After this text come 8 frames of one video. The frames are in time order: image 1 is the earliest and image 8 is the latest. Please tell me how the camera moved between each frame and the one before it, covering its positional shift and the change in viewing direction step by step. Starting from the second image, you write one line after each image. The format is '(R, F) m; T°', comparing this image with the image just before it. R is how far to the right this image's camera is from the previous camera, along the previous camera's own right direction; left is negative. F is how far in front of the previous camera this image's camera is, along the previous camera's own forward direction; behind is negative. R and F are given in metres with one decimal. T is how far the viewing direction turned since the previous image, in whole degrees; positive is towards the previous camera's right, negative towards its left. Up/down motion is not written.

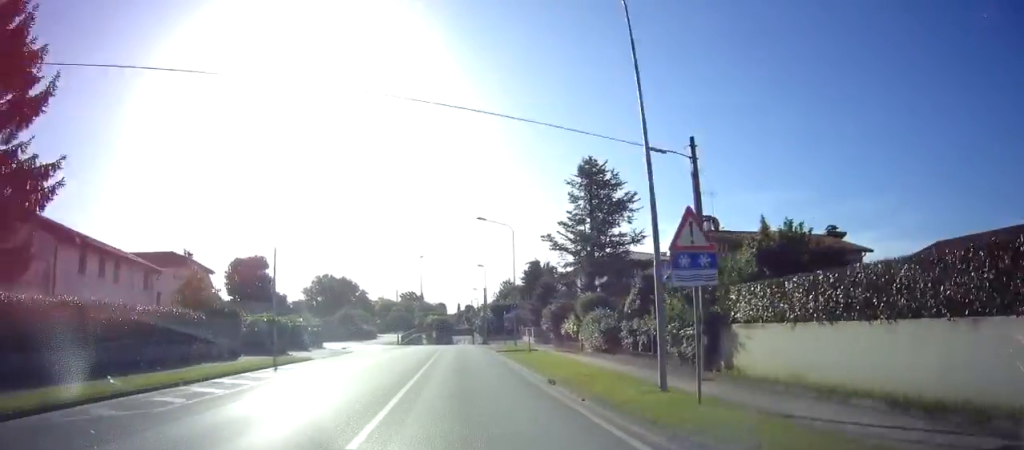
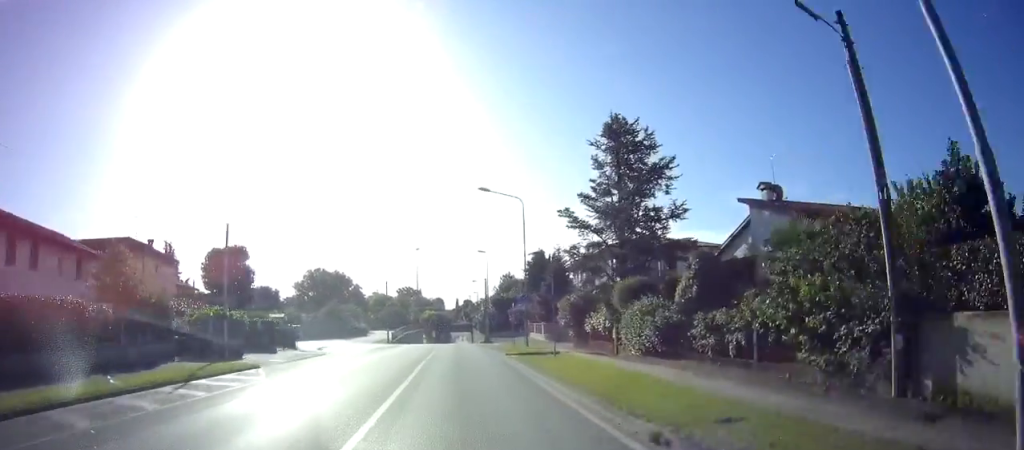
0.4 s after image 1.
(0.0, +7.2) m; 0°
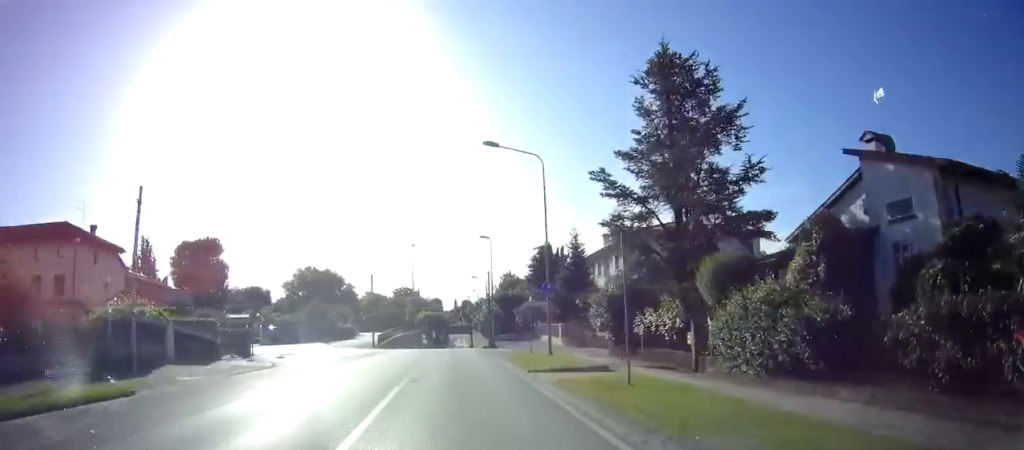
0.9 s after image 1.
(-0.2, +8.2) m; 0°
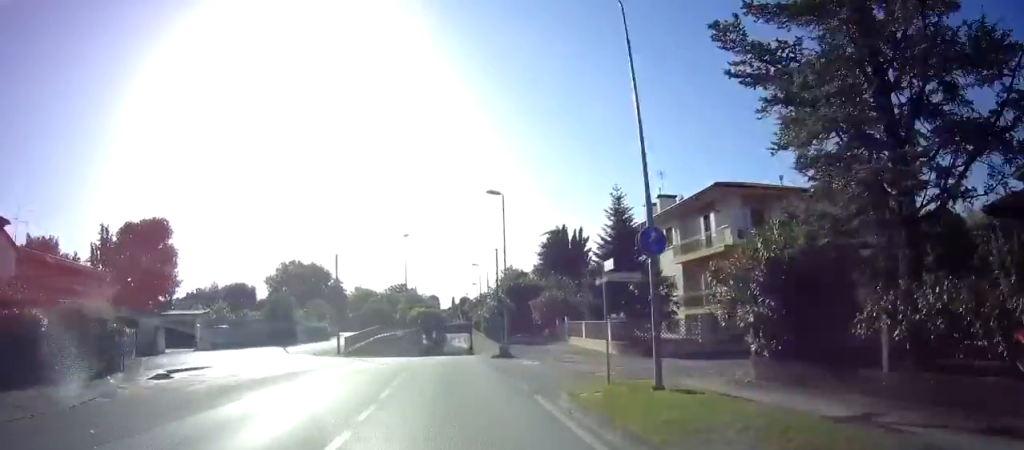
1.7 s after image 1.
(0.0, +12.5) m; +1°
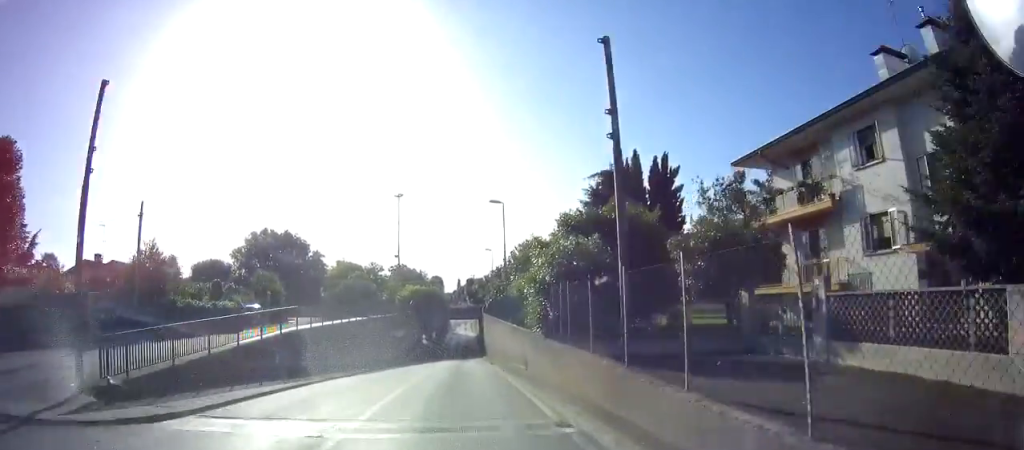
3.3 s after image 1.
(+0.5, +24.9) m; 0°
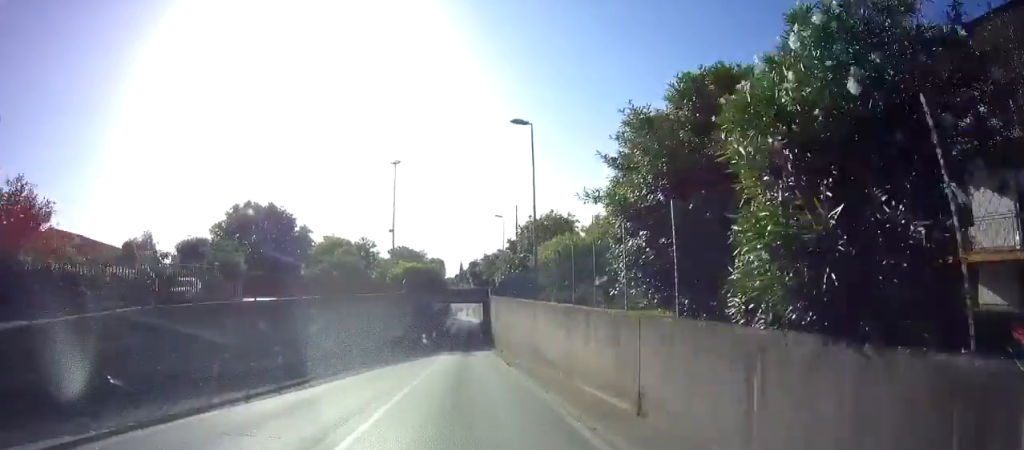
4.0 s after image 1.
(-0.3, +11.2) m; -1°
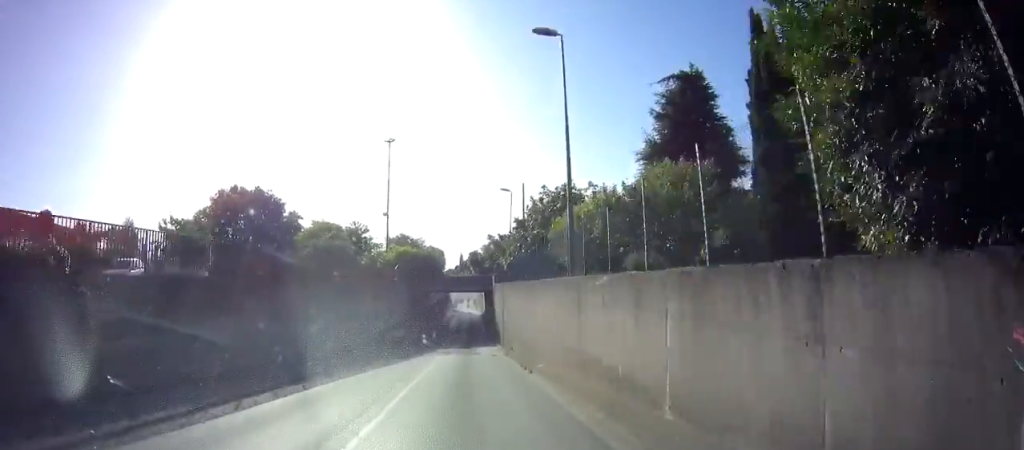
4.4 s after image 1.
(-0.1, +6.6) m; 0°
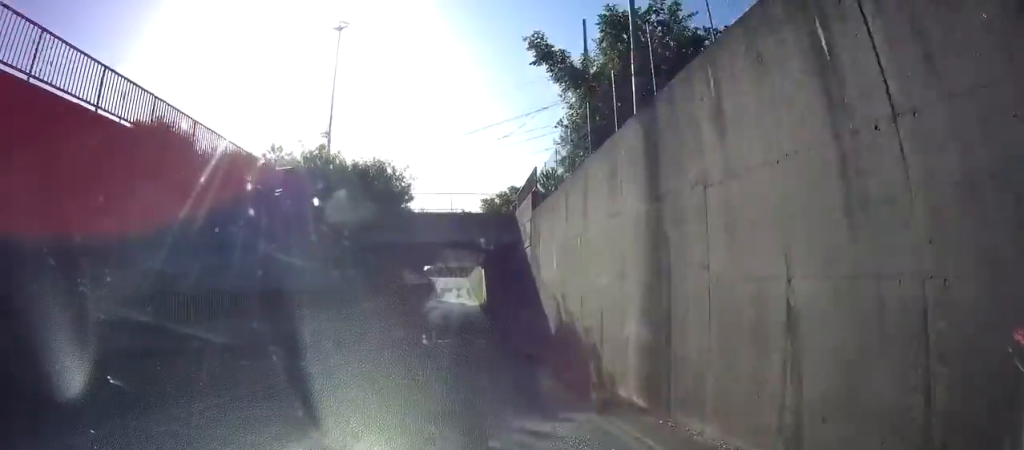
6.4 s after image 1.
(+1.1, +30.1) m; +4°
